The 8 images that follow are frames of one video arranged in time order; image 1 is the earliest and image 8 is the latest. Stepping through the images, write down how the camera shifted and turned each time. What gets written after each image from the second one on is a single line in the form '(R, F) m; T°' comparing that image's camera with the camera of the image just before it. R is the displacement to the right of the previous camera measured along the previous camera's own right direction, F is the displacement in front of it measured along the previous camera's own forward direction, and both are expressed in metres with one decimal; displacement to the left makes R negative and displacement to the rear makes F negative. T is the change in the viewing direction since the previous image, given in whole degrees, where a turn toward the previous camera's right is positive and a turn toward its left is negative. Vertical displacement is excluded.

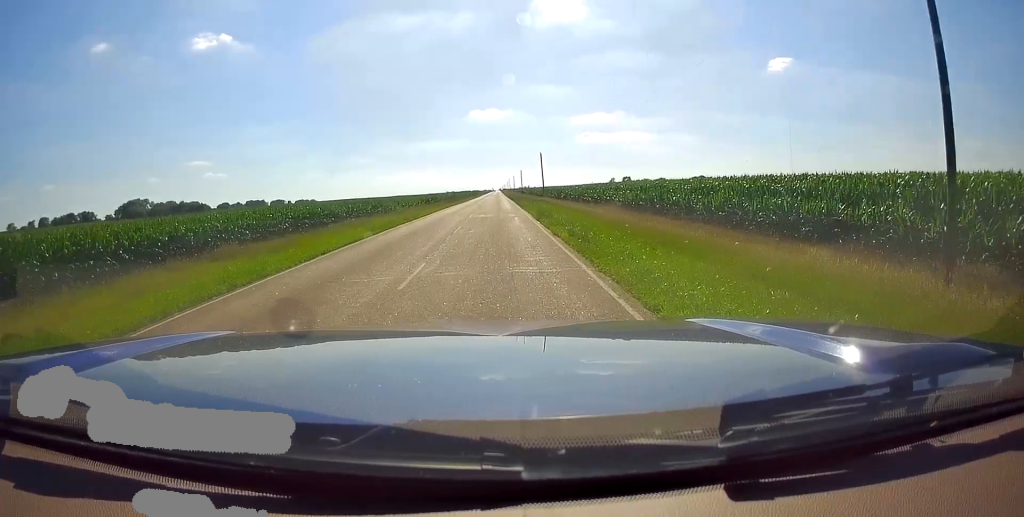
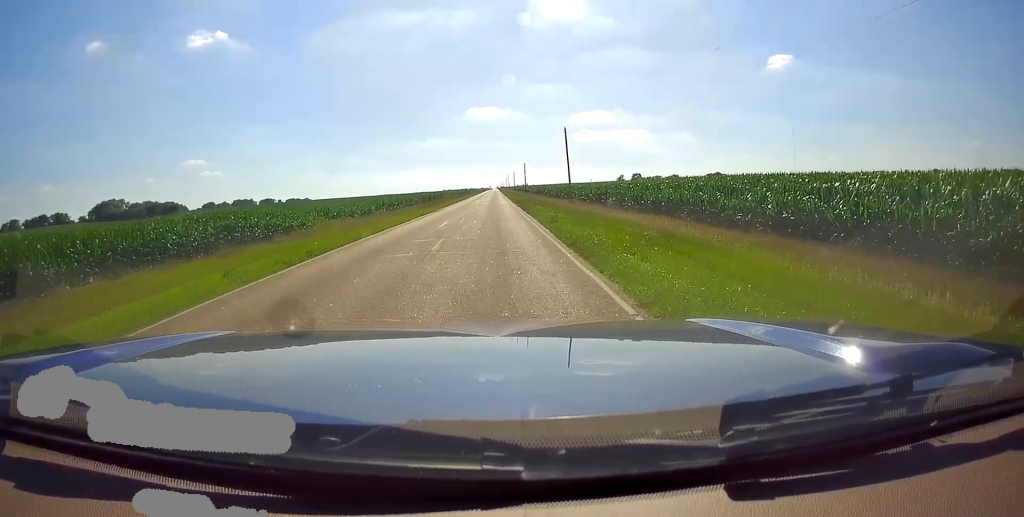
(+0.7, +41.3) m; +2°
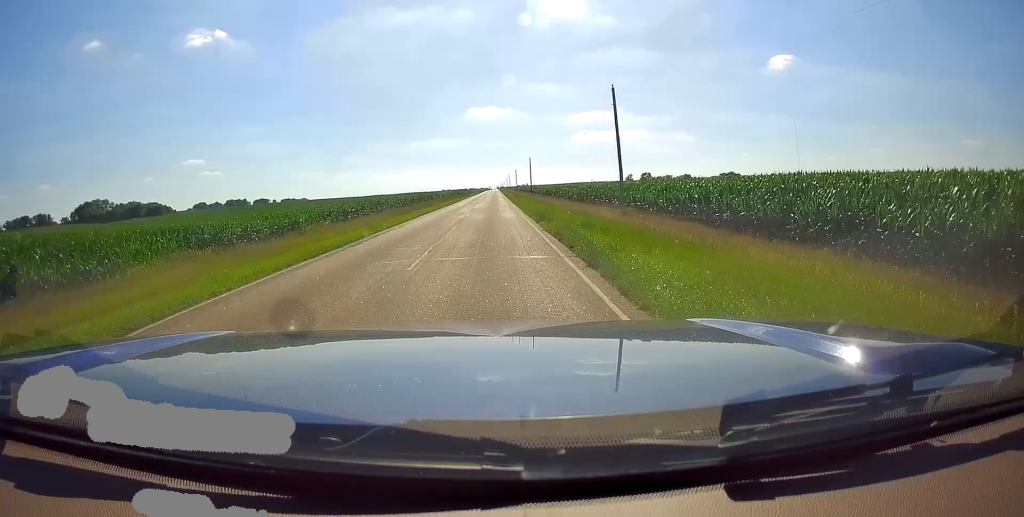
(+0.5, +27.4) m; 0°
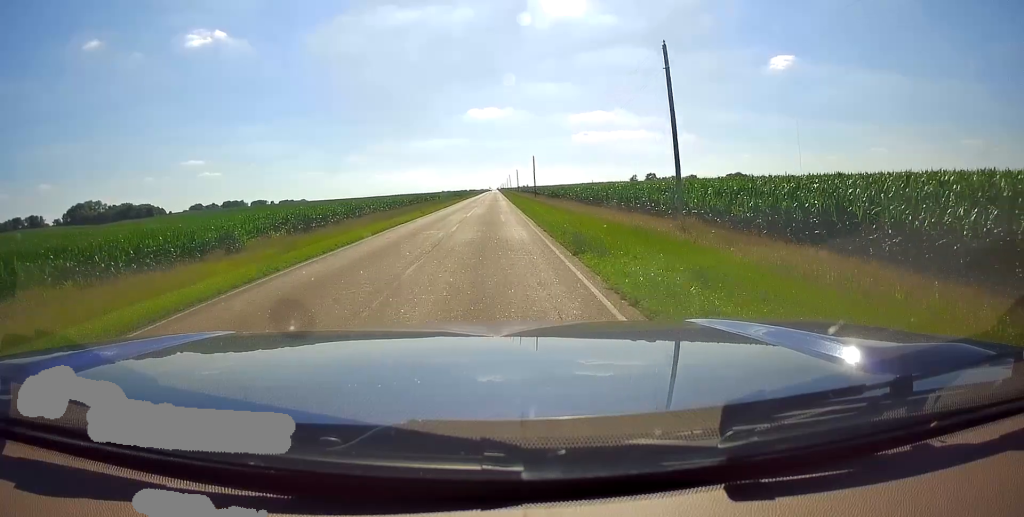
(-0.3, +12.2) m; -1°
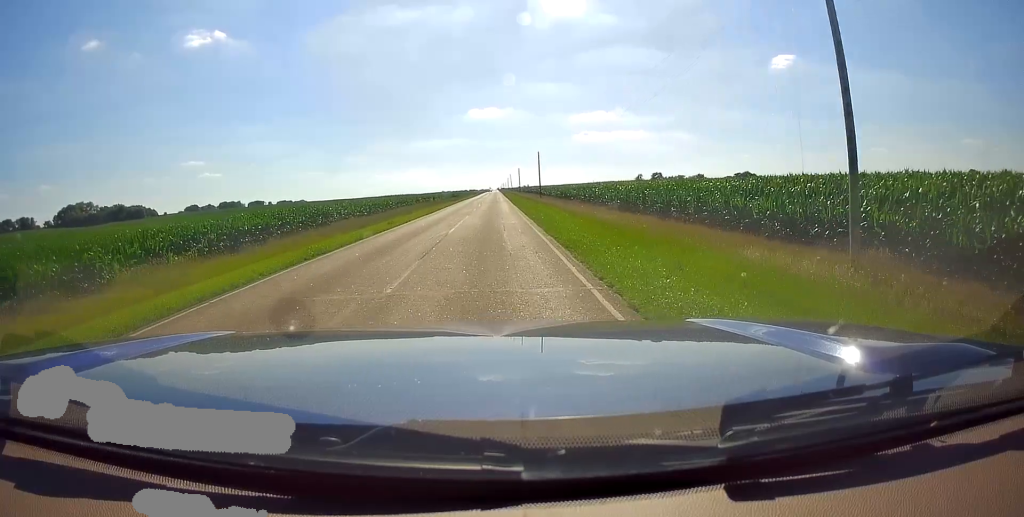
(-0.1, +13.8) m; -1°
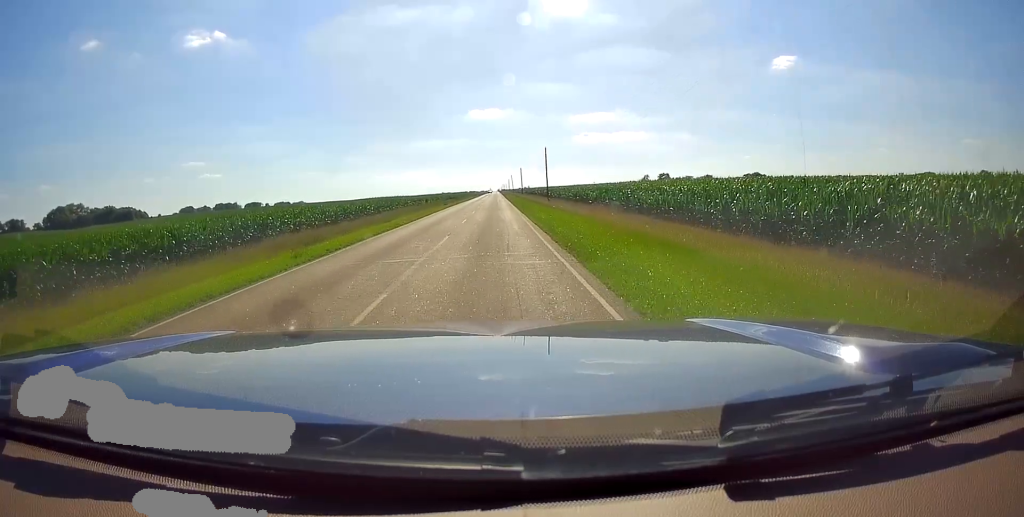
(0.0, +15.2) m; 0°
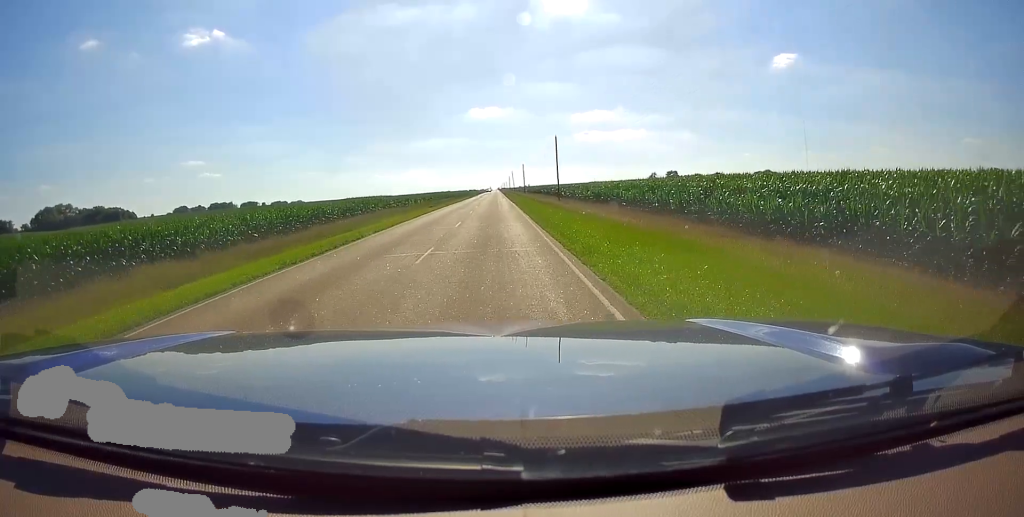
(0.0, +16.9) m; +1°
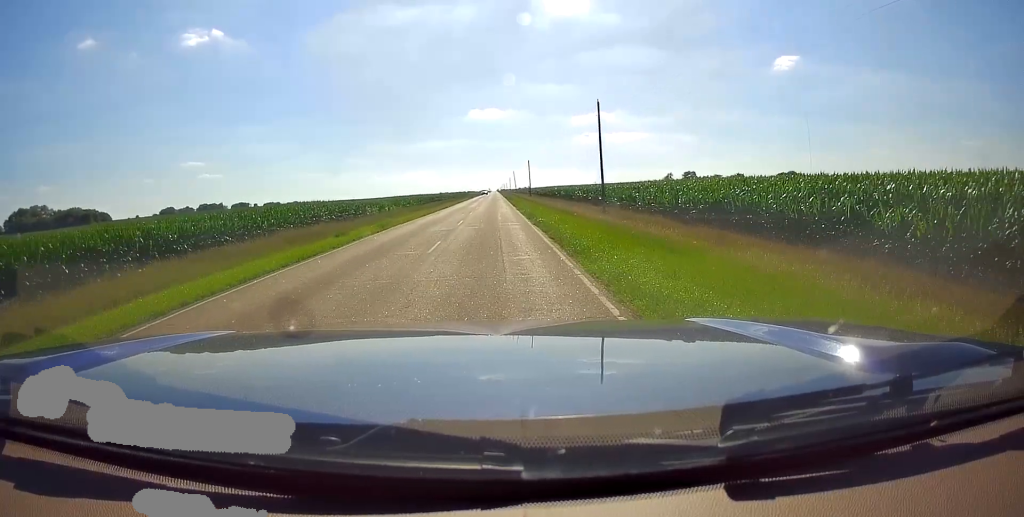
(+0.5, +32.9) m; +1°
